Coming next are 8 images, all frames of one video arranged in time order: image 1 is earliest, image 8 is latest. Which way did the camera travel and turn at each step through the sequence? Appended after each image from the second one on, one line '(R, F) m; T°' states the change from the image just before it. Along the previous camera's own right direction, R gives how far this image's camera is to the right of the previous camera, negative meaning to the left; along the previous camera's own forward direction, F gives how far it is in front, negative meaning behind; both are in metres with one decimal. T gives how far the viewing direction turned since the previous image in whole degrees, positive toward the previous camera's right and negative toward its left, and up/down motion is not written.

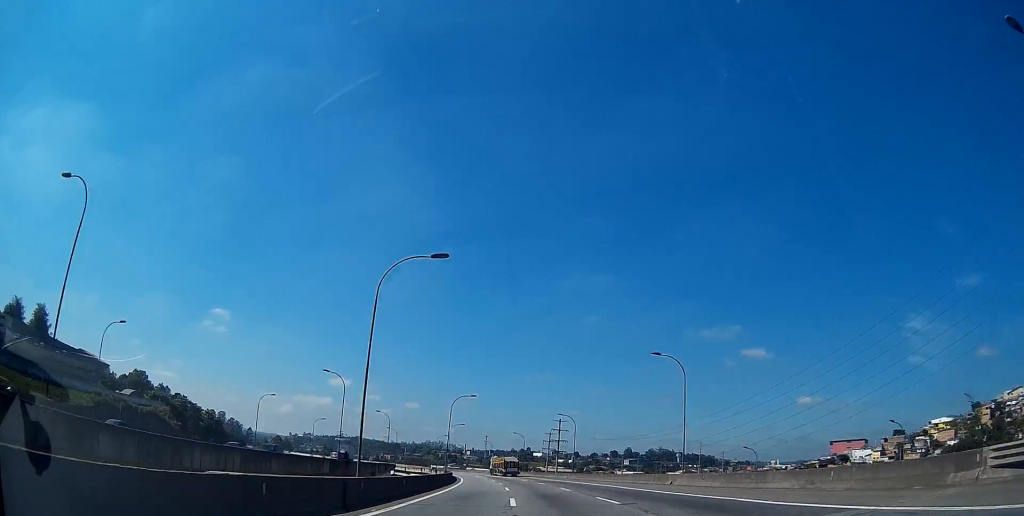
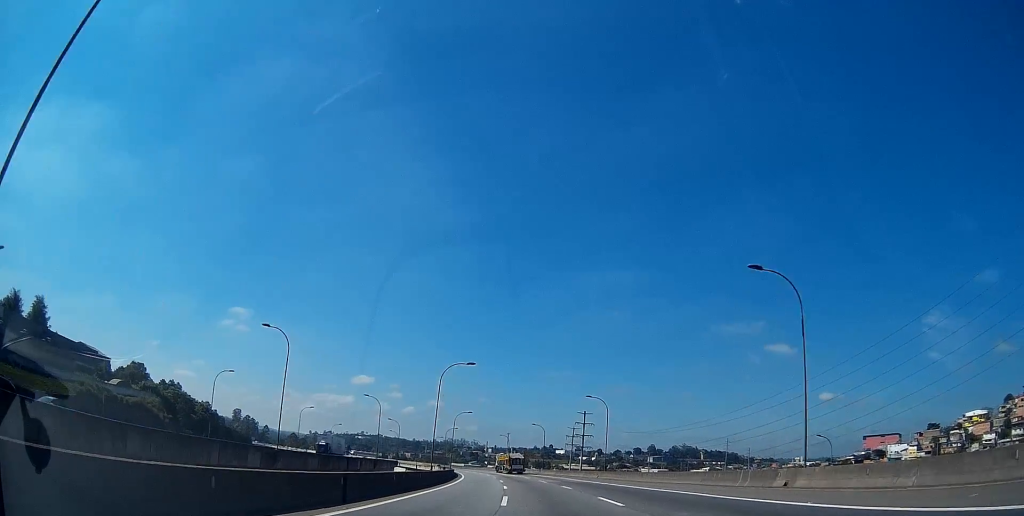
(-0.1, +16.2) m; -1°
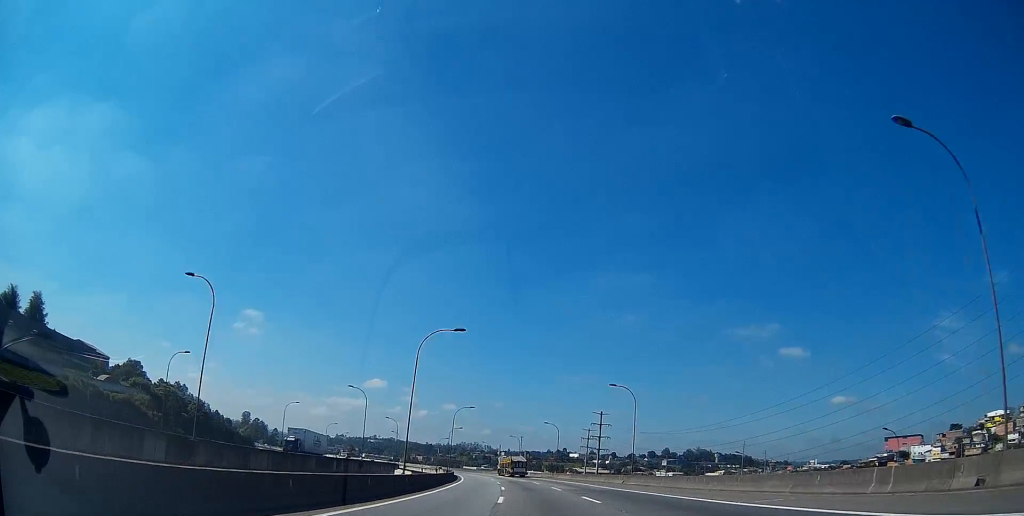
(-0.1, +11.4) m; -1°
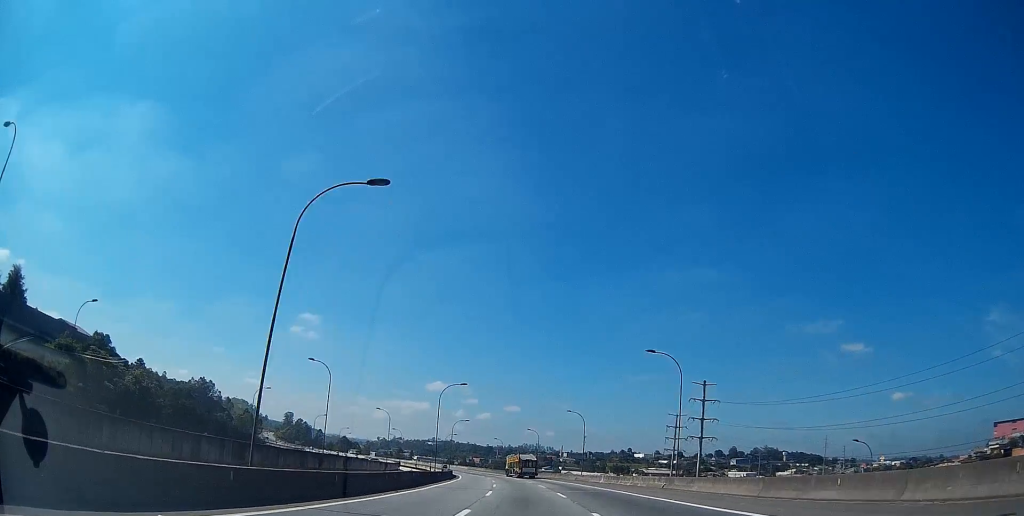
(-3.1, +58.0) m; -7°
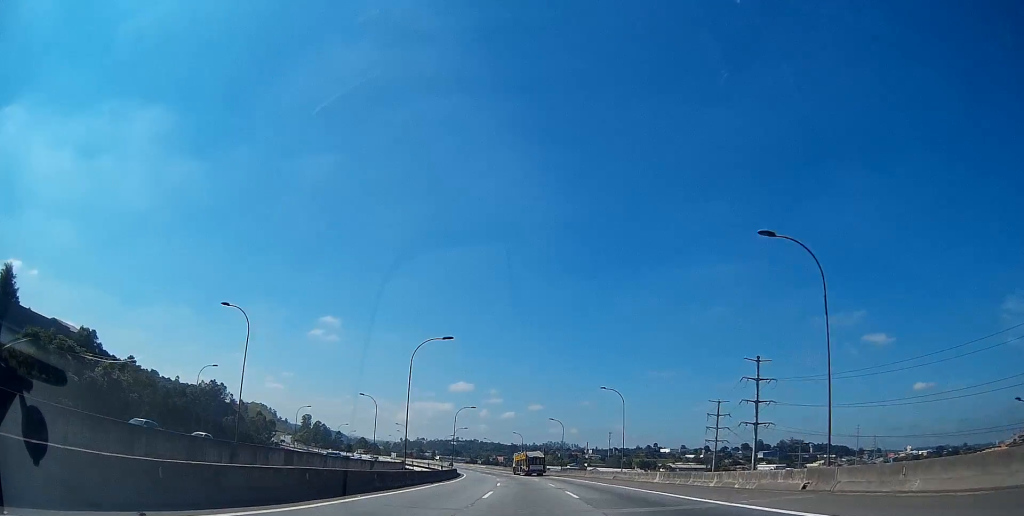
(-0.3, +19.8) m; -2°
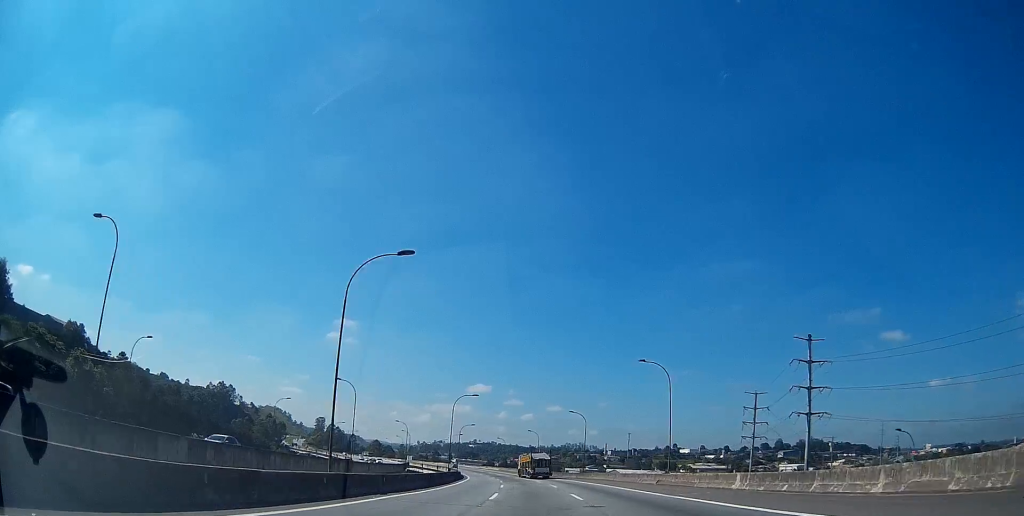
(-0.3, +15.4) m; -2°
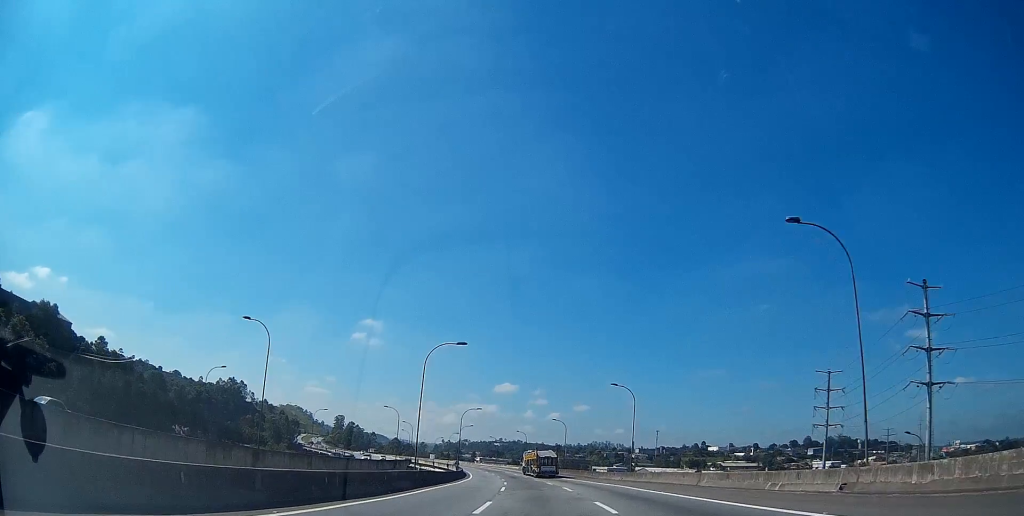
(-0.6, +26.2) m; -3°
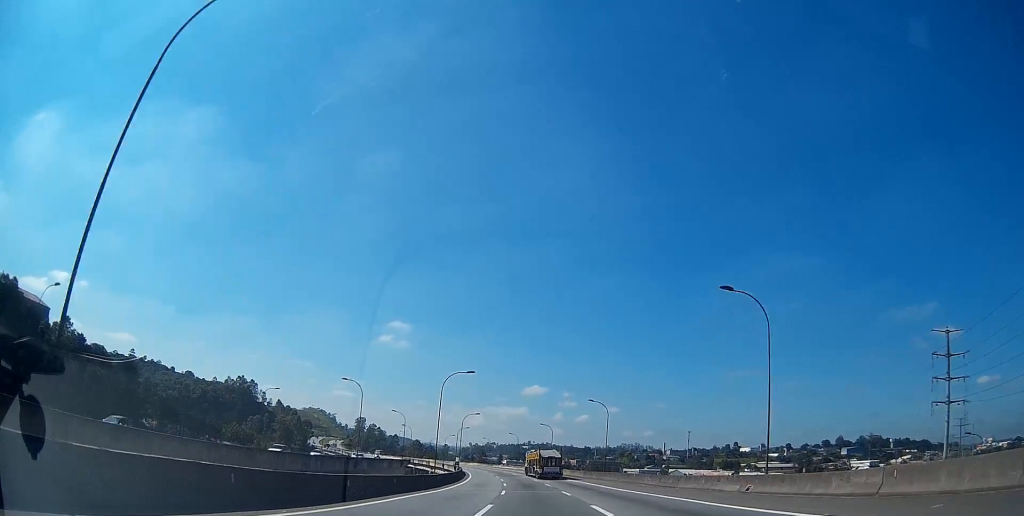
(-1.3, +31.4) m; -4°
